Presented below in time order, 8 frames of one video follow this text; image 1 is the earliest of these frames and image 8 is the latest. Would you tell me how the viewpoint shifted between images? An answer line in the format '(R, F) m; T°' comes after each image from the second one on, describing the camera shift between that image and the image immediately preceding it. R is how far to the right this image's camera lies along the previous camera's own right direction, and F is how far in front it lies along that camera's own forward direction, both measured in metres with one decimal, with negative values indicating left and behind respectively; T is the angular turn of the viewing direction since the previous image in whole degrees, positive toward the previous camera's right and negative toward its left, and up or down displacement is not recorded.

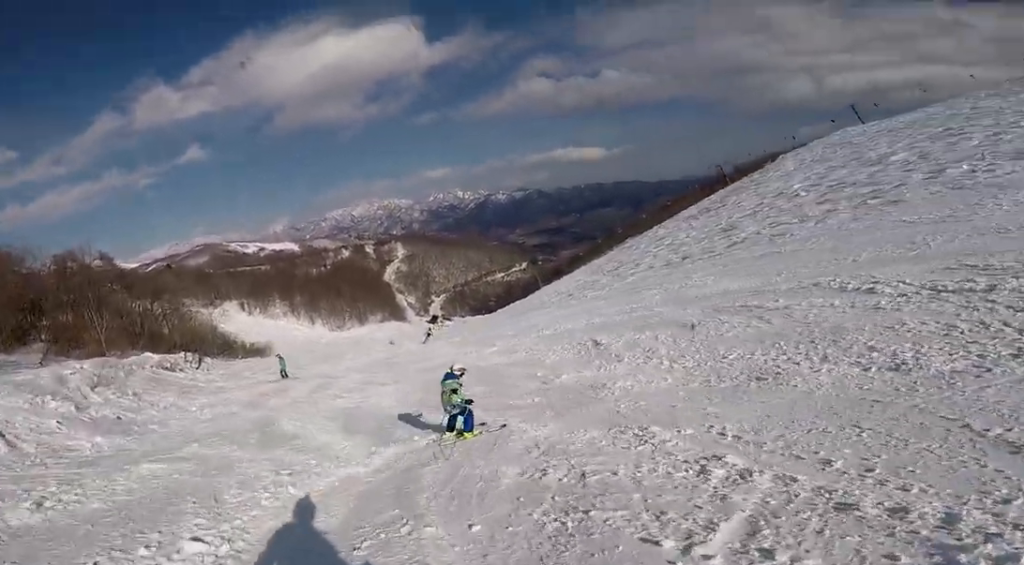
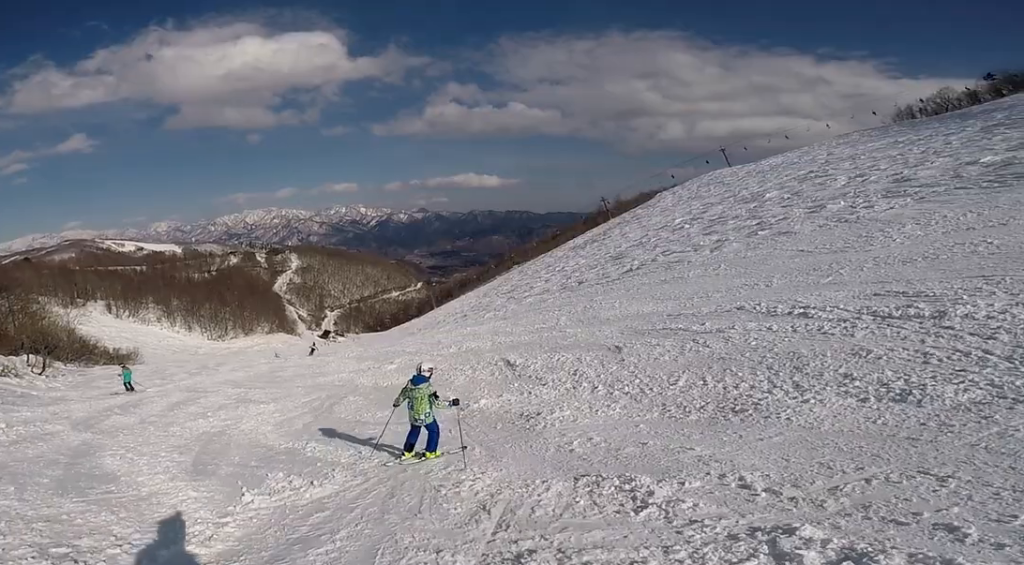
(+0.1, +1.4) m; +4°
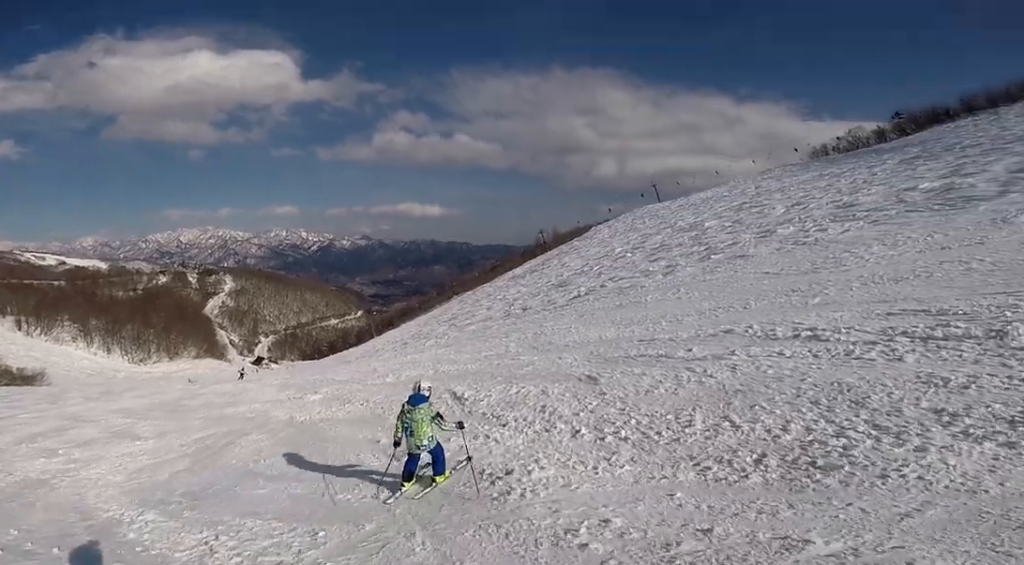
(+0.1, +1.7) m; +3°
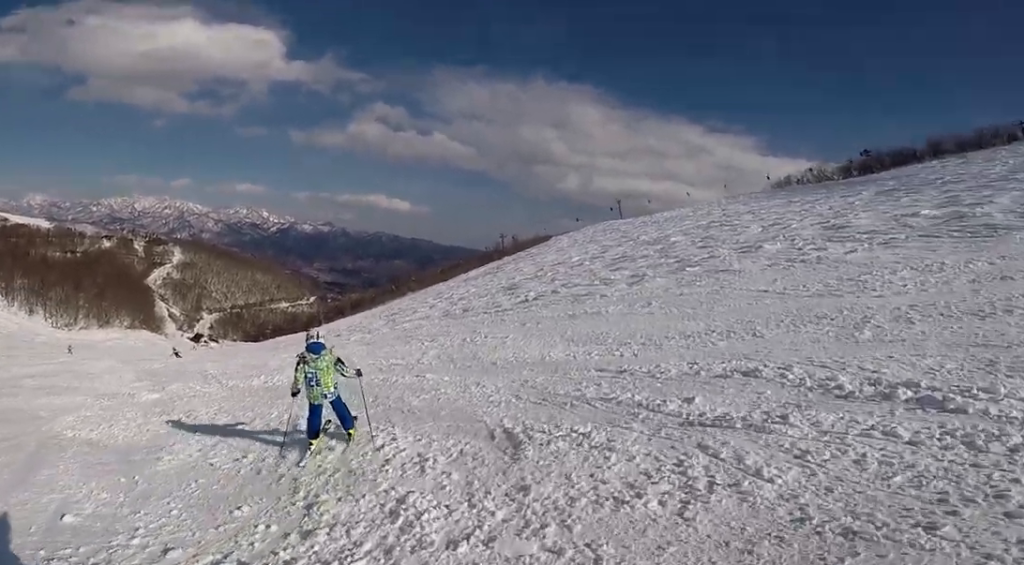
(0.0, +3.7) m; -7°
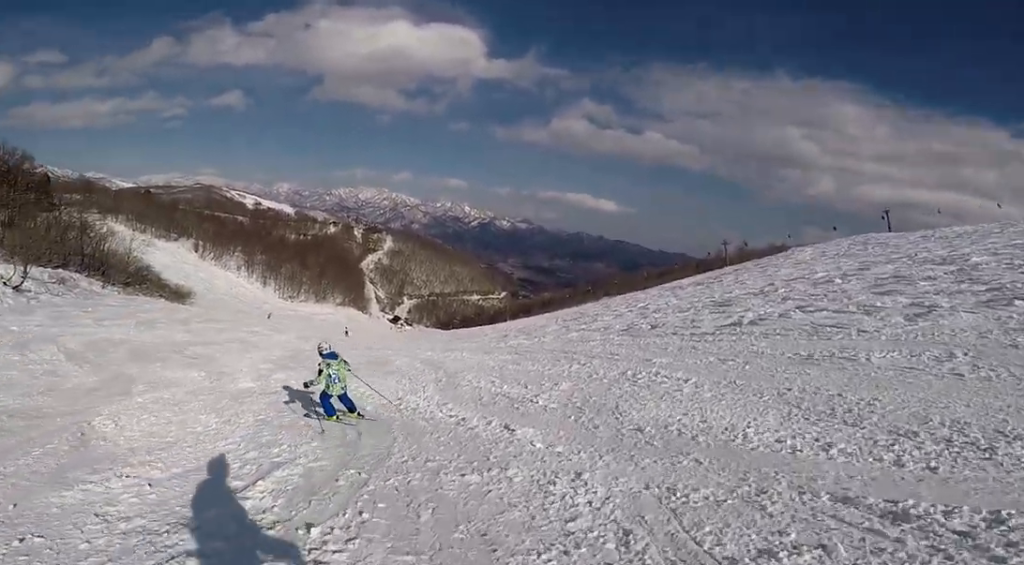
(-0.4, +2.9) m; -18°
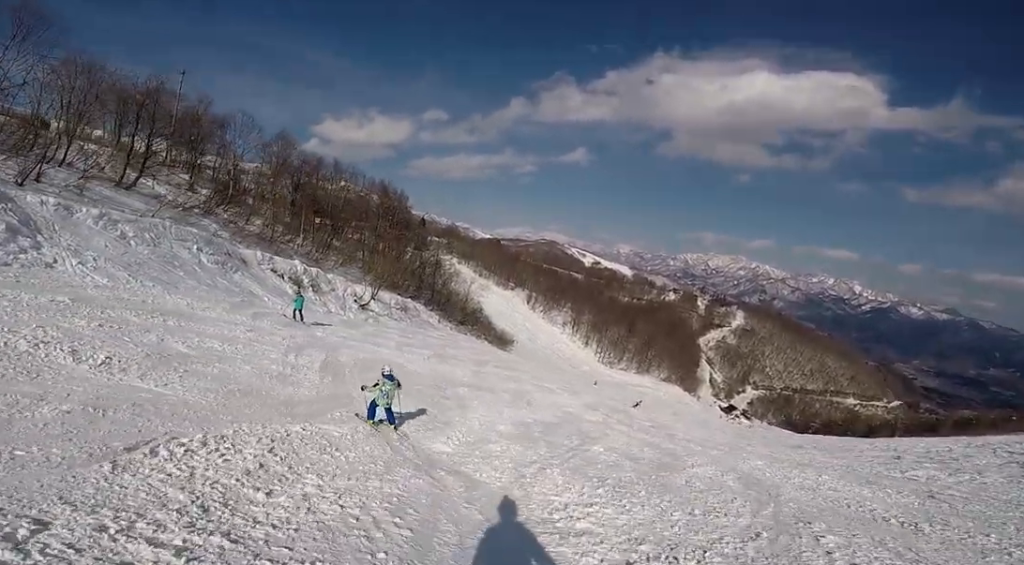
(-0.8, +3.3) m; -23°
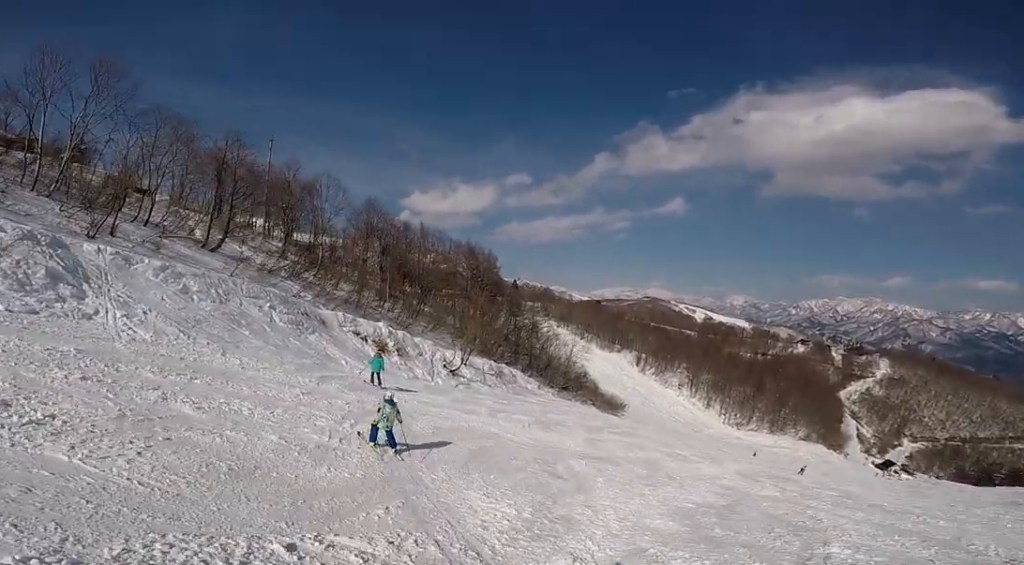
(-0.2, +2.3) m; -13°
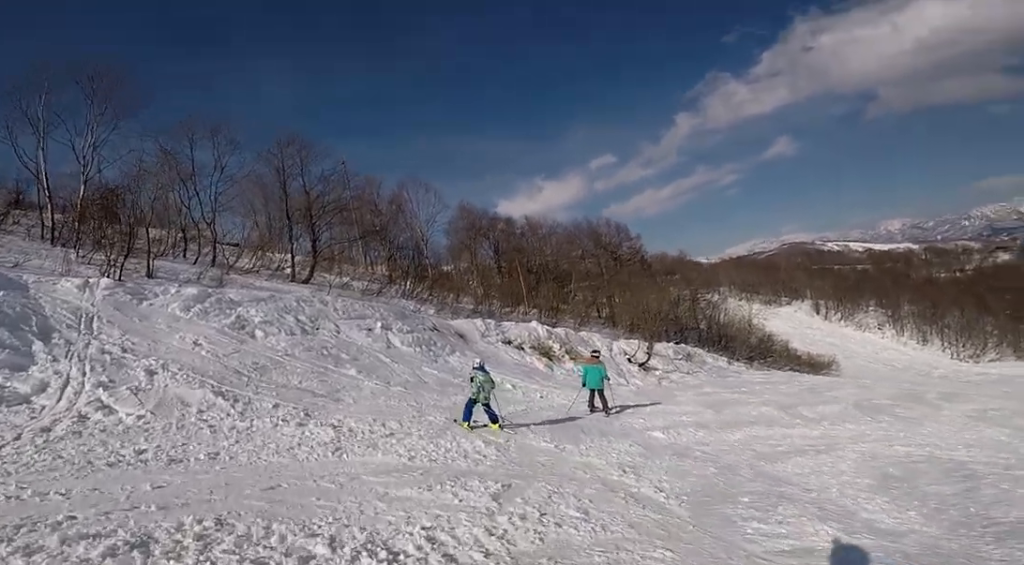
(-0.7, +5.4) m; -6°
